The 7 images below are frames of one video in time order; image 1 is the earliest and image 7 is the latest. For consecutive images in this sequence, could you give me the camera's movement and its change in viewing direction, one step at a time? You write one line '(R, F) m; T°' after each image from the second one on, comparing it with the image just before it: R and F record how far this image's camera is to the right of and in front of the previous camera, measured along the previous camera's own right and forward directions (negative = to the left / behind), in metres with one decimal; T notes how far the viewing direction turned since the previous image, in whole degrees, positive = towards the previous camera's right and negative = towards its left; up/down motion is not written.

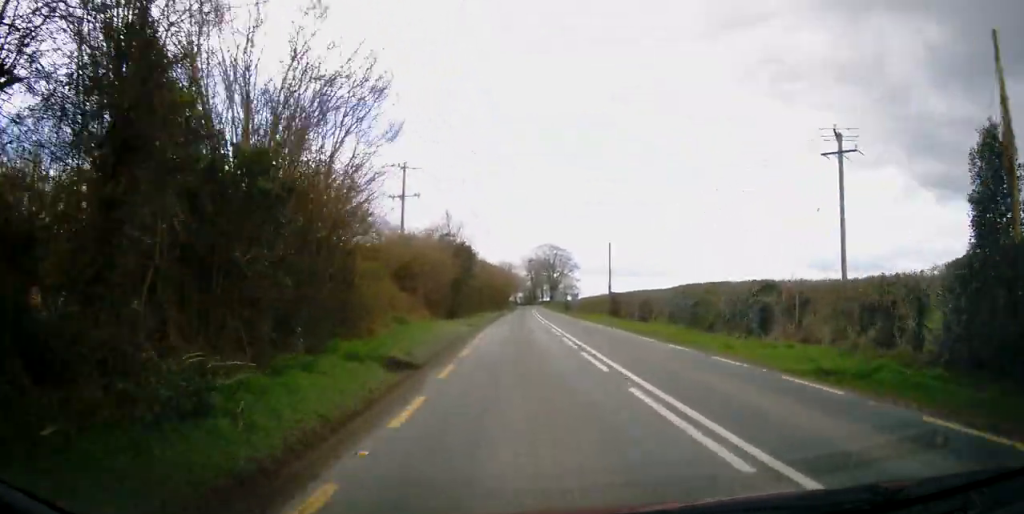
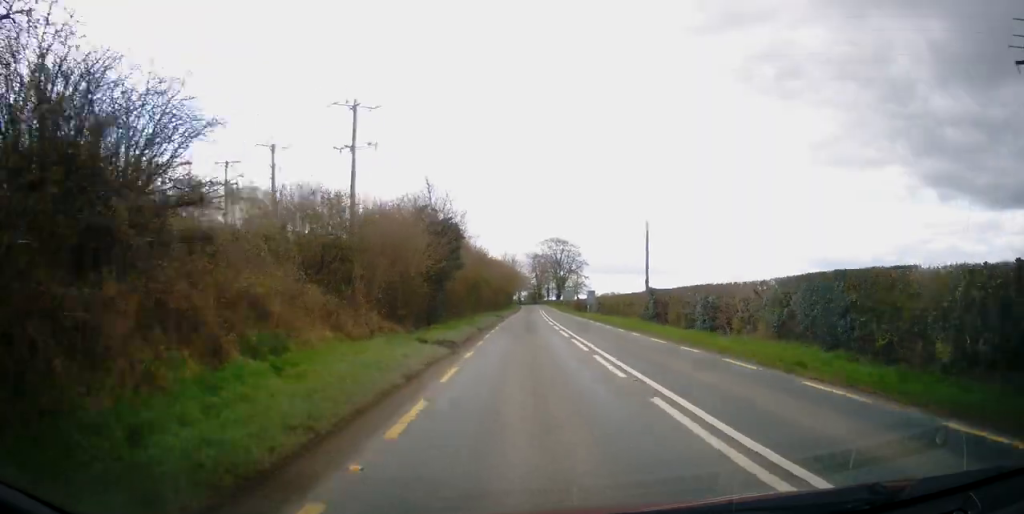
(+0.1, +12.3) m; +1°
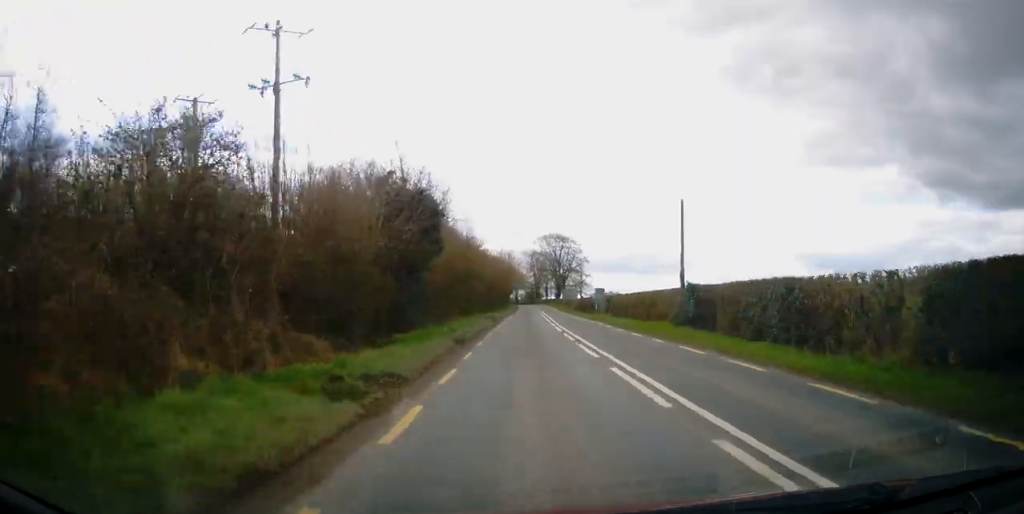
(0.0, +8.1) m; +1°
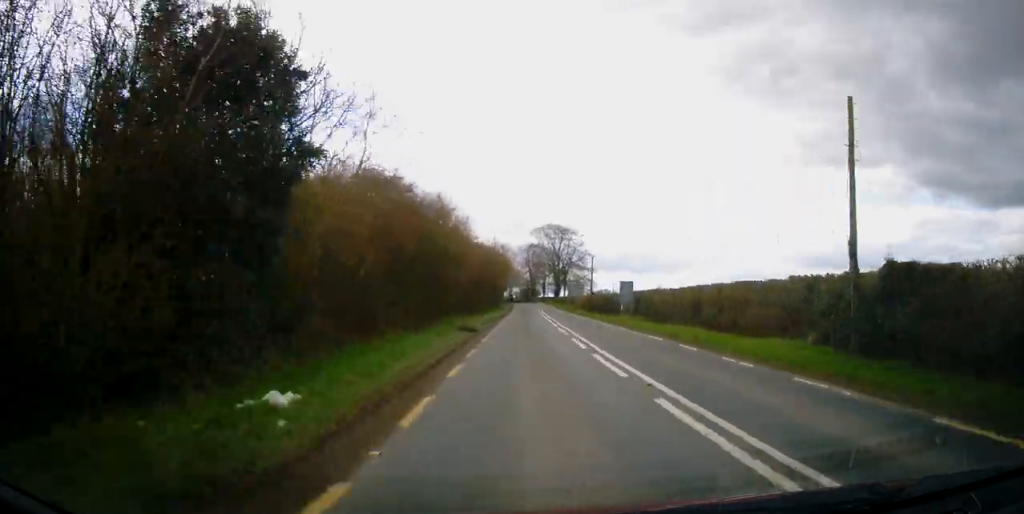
(+0.2, +15.2) m; 0°
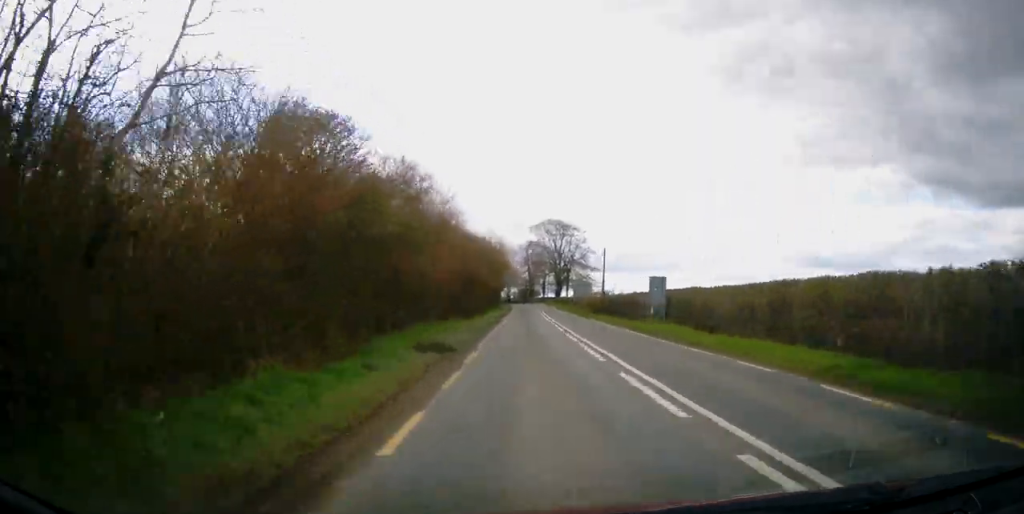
(-0.1, +9.0) m; 0°
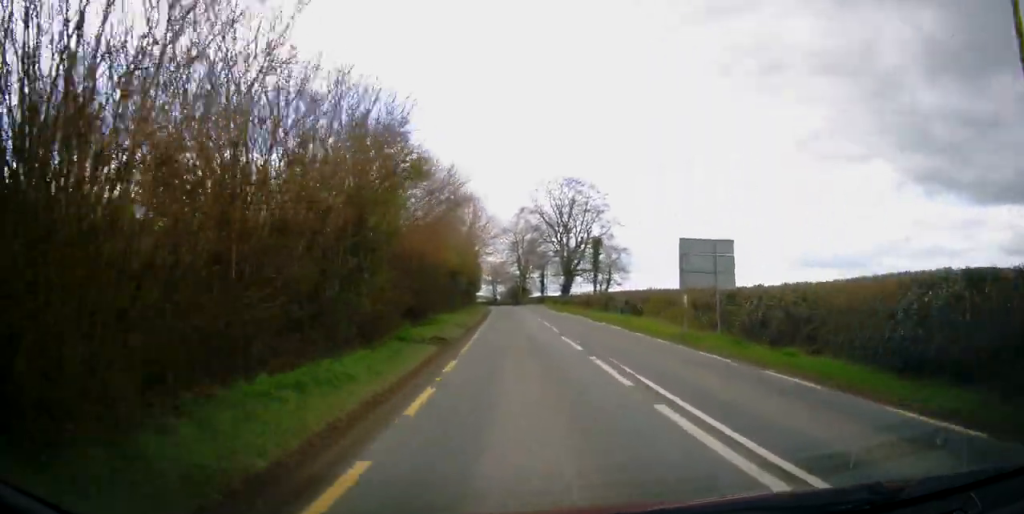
(0.0, +45.8) m; +1°
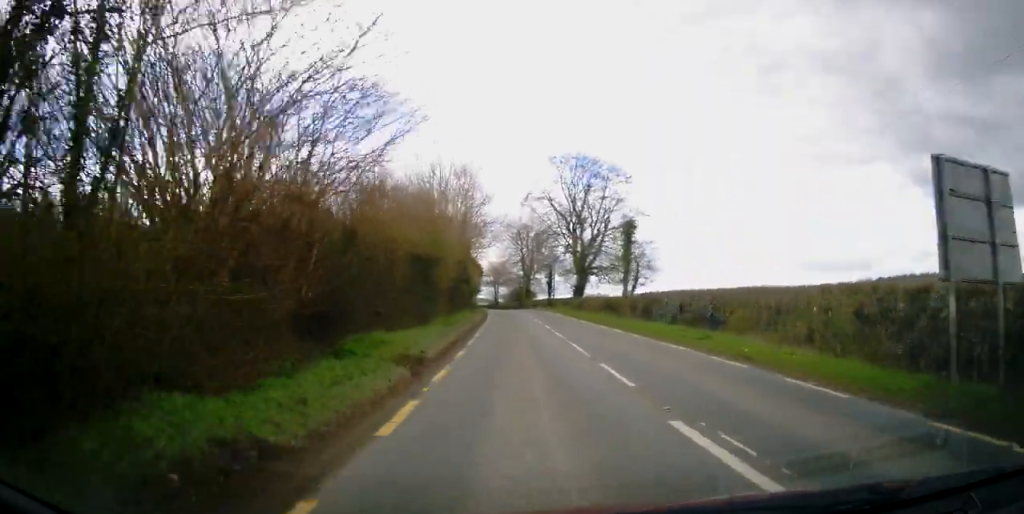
(0.0, +13.0) m; 0°
